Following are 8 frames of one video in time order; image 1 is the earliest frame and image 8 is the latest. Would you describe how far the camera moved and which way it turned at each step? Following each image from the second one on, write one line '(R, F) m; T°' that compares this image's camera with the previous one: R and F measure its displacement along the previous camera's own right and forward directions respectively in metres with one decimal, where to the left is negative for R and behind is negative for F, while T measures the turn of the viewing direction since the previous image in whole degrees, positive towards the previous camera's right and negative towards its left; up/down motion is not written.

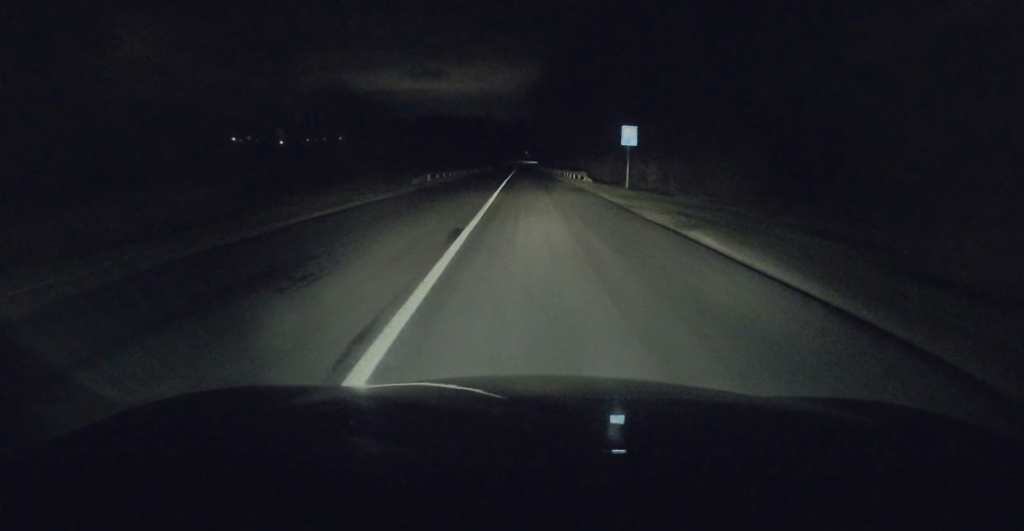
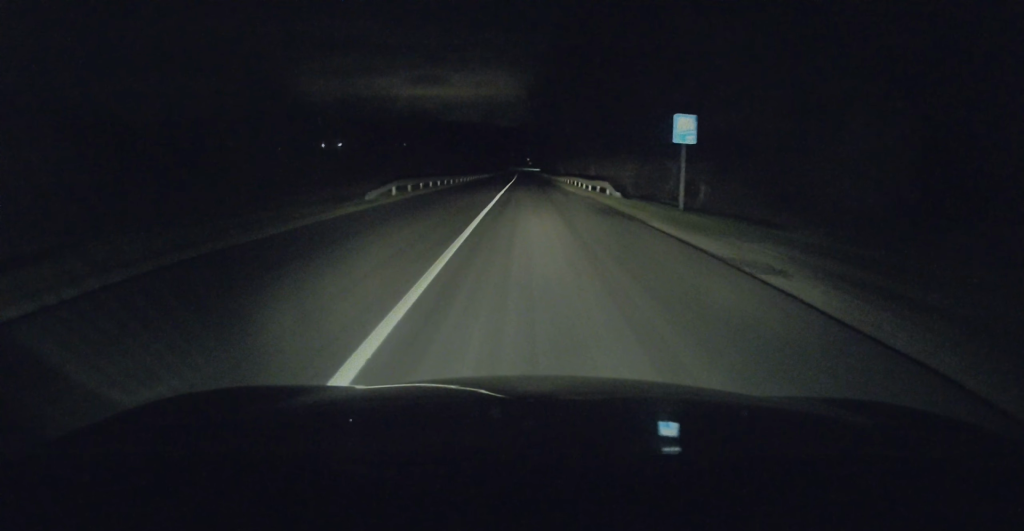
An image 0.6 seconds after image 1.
(+0.1, +11.2) m; -1°
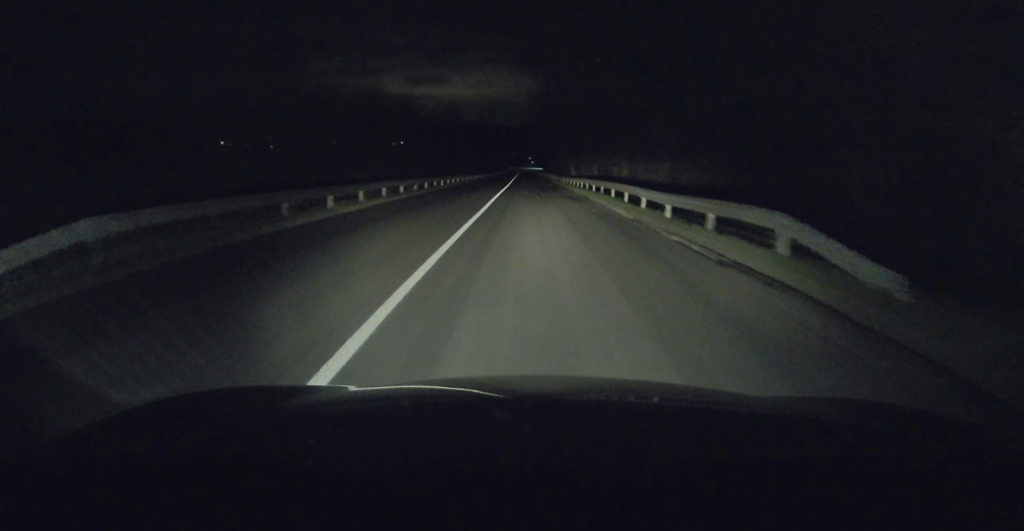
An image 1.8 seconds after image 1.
(-0.4, +21.2) m; -1°
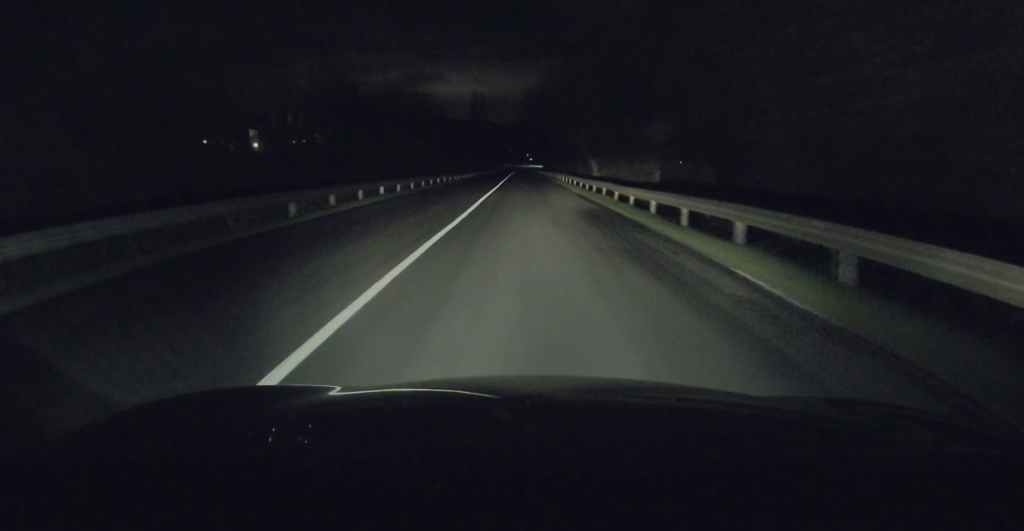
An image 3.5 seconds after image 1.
(+0.5, +29.2) m; +1°
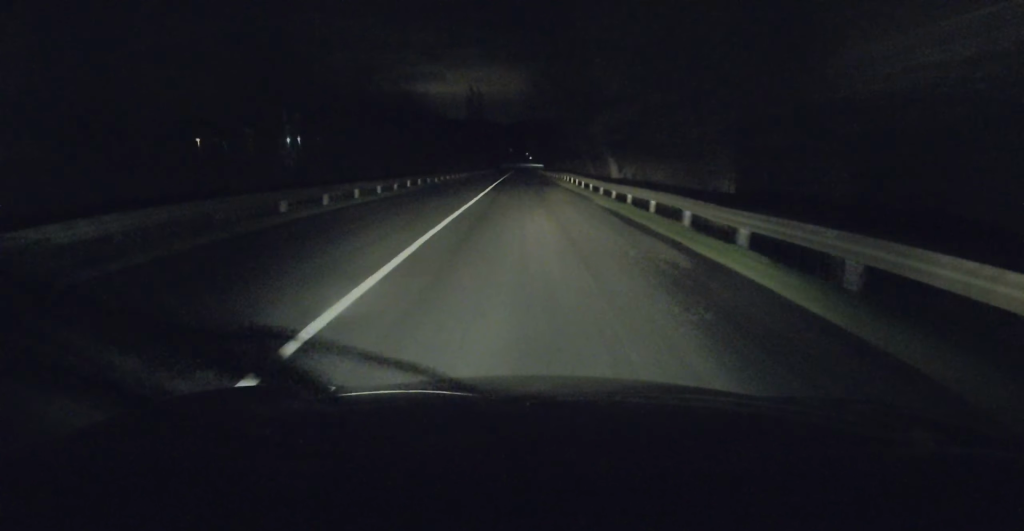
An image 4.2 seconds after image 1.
(0.0, +11.7) m; 0°
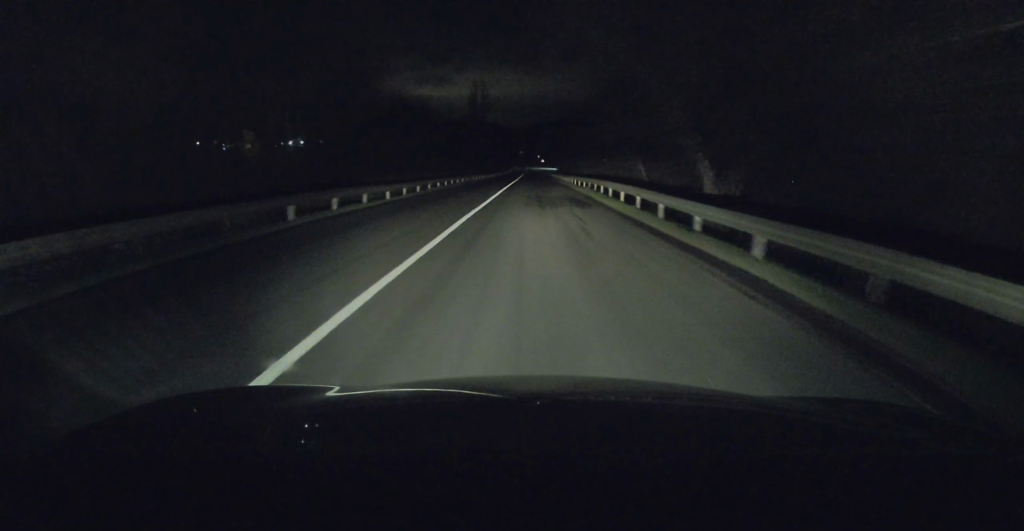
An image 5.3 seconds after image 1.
(-0.3, +19.5) m; -1°
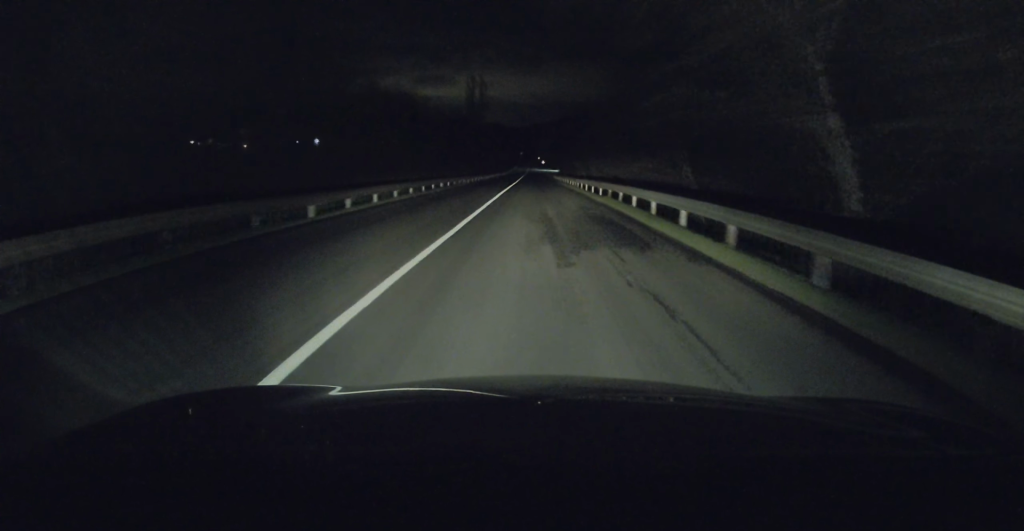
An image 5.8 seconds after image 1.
(+0.1, +10.1) m; 0°
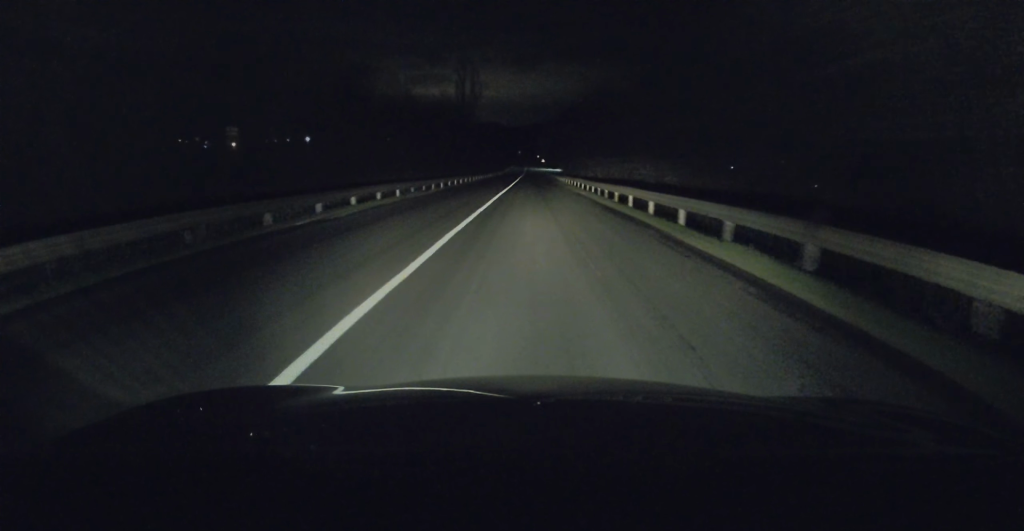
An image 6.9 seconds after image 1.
(0.0, +18.6) m; 0°
